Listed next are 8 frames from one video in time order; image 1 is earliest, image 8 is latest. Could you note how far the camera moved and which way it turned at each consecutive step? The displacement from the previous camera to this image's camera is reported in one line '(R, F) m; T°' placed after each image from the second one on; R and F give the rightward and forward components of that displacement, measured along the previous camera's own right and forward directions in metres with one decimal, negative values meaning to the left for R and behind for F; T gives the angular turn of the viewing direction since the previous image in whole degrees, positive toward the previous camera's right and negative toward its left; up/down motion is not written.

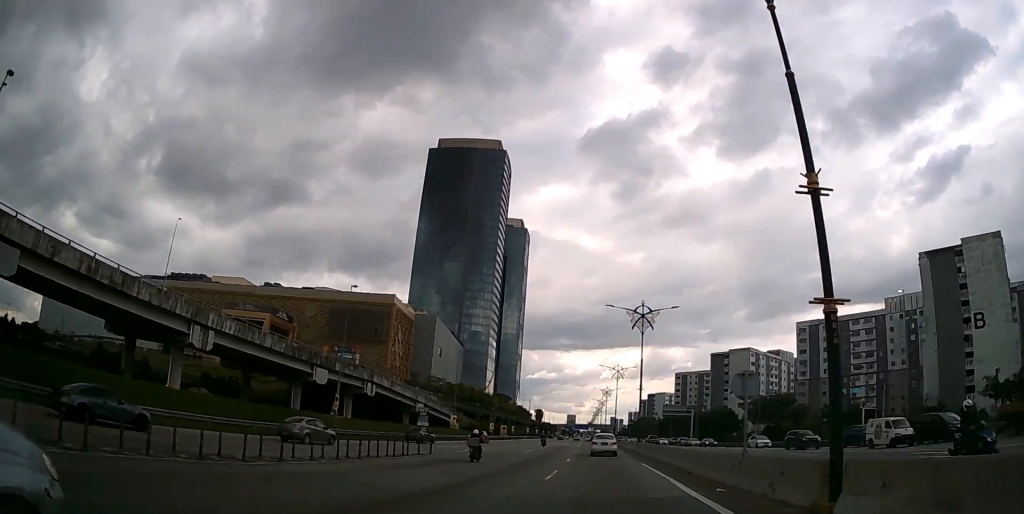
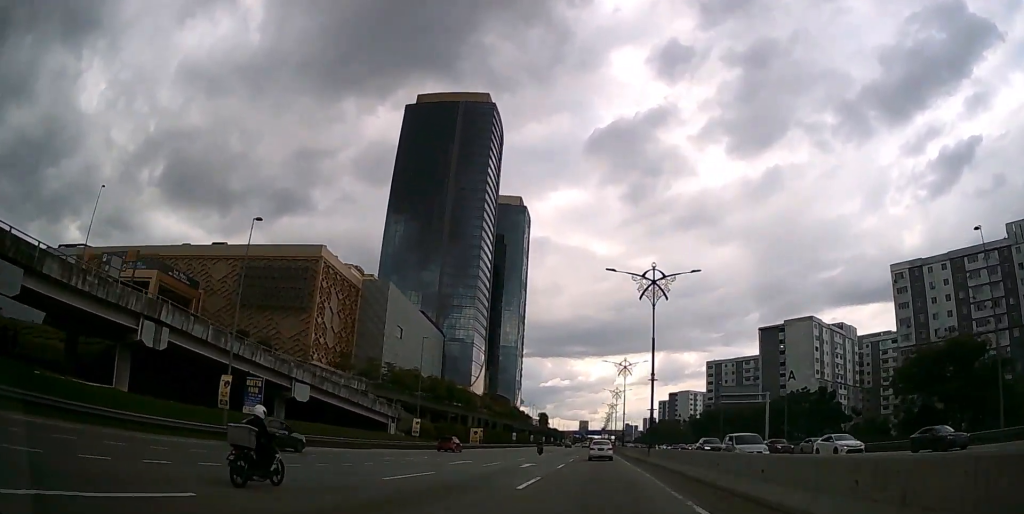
(-1.1, +51.8) m; -2°
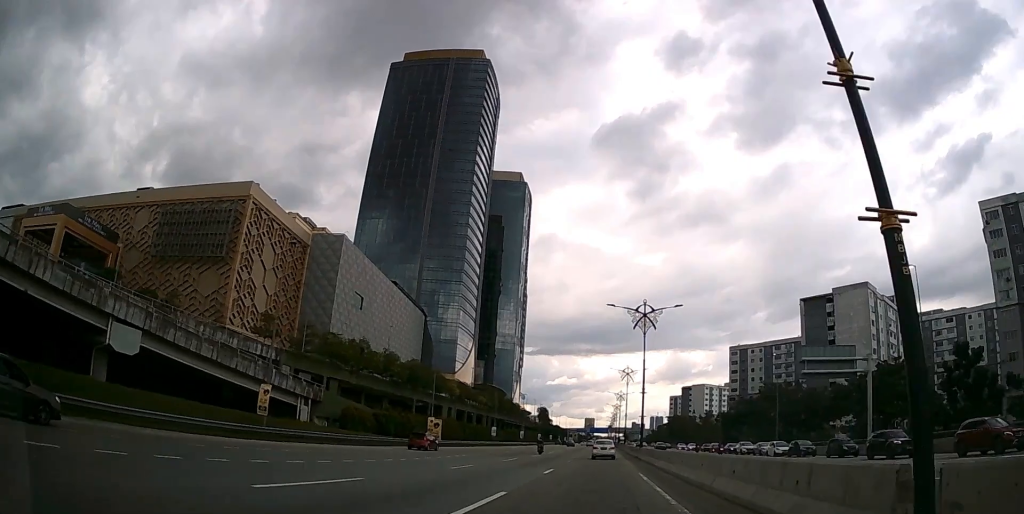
(-0.1, +29.8) m; 0°
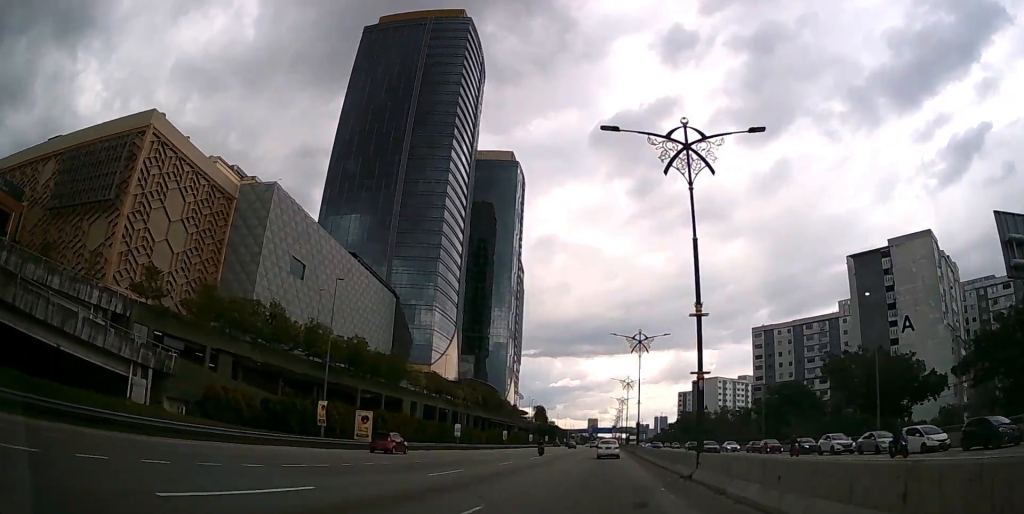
(-0.1, +27.1) m; 0°
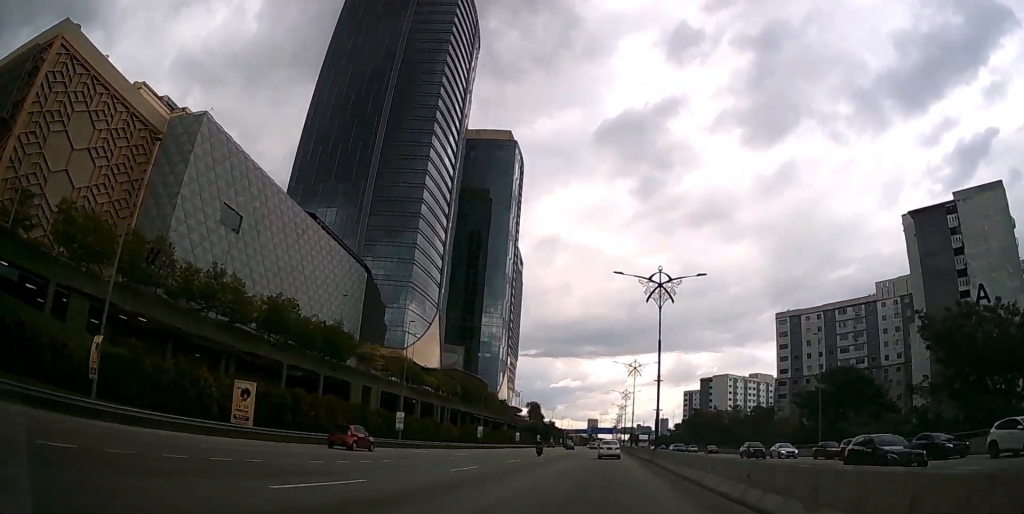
(-0.1, +22.0) m; 0°
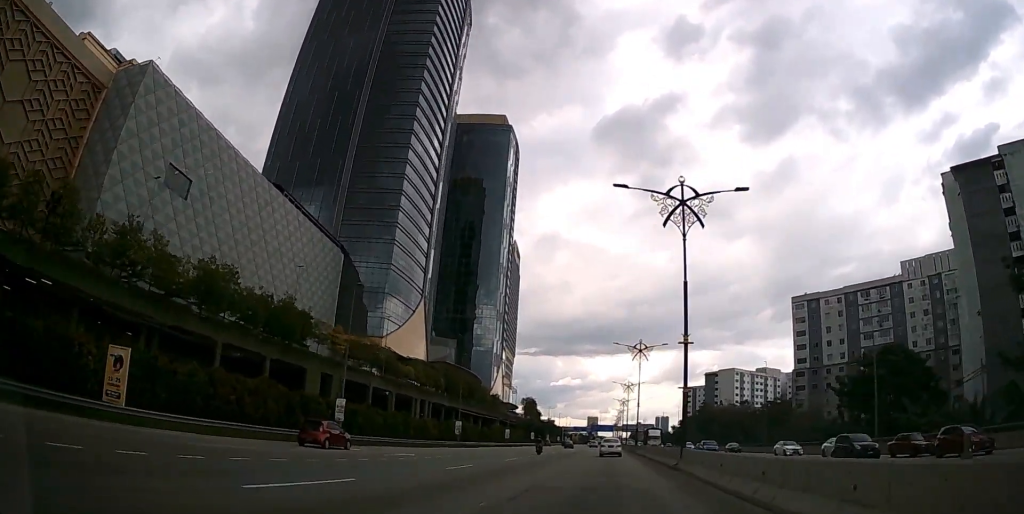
(-0.1, +13.0) m; 0°
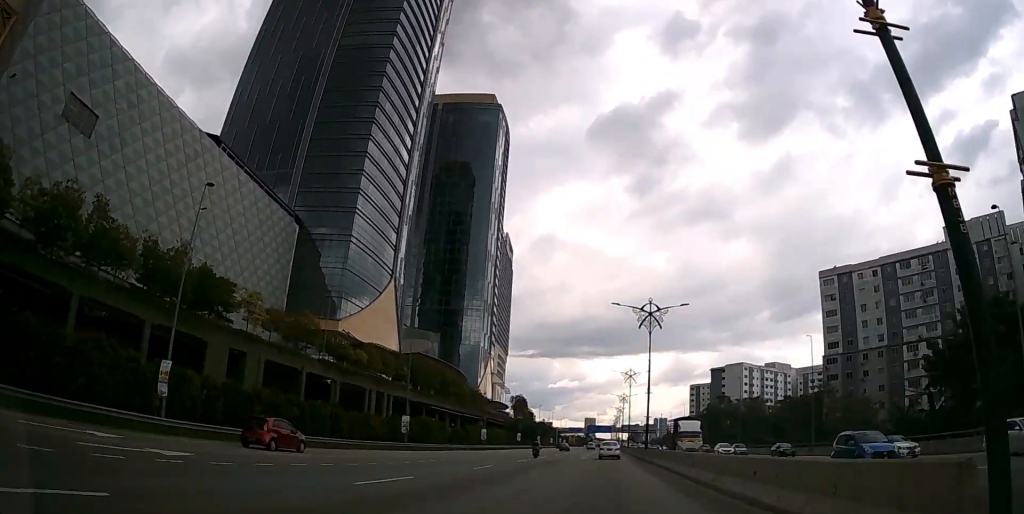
(+0.1, +19.0) m; 0°
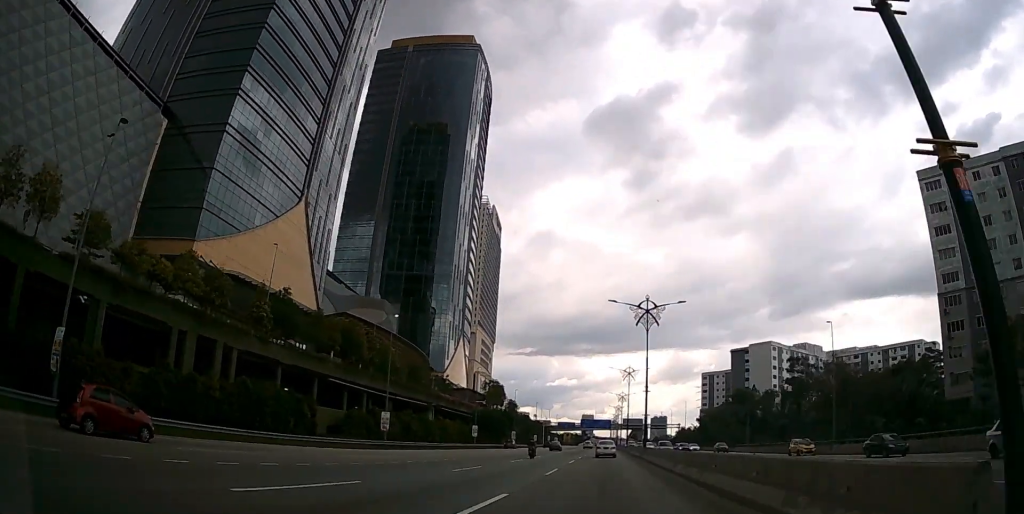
(+0.1, +41.0) m; 0°
